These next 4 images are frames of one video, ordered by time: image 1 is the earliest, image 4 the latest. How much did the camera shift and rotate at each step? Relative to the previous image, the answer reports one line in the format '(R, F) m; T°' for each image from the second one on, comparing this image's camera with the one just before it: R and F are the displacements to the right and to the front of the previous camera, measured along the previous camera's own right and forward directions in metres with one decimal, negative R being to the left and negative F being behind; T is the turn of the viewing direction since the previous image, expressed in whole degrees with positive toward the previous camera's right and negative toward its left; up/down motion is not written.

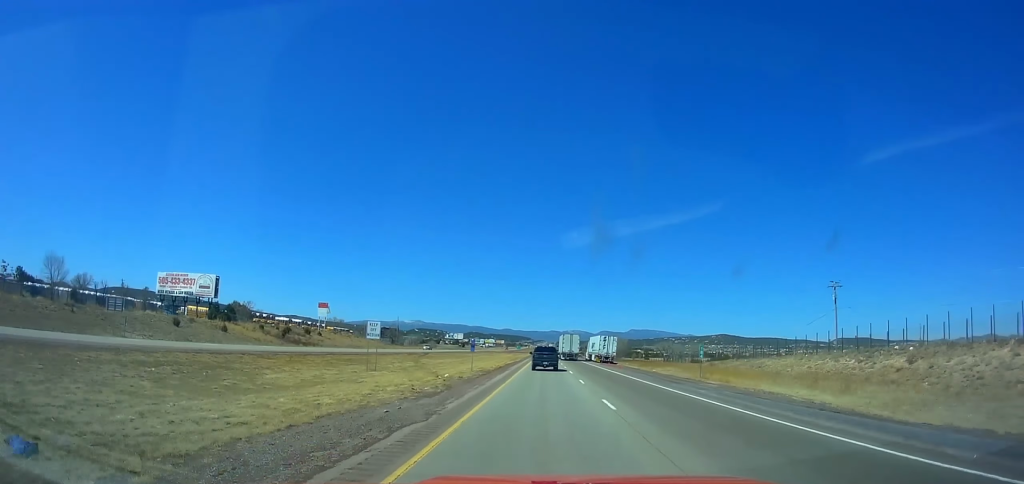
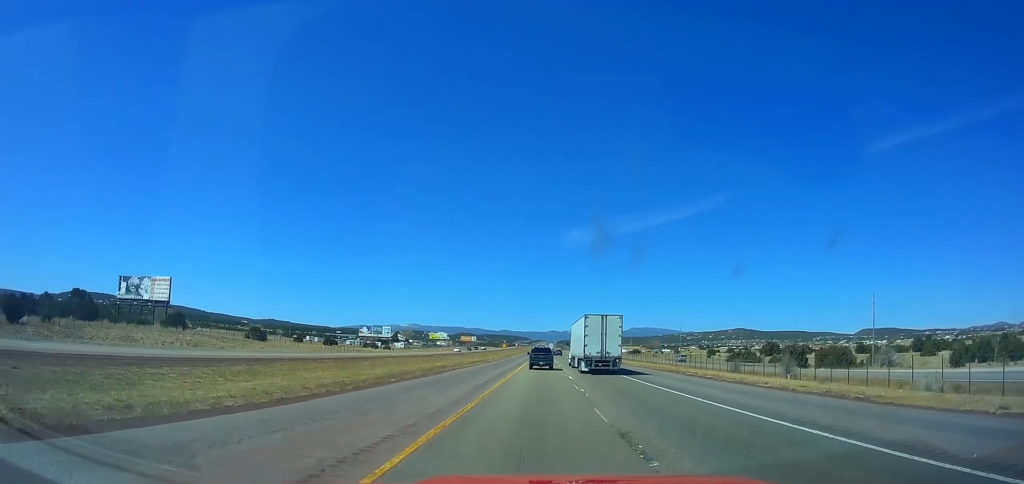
(+2.3, +371.8) m; 0°
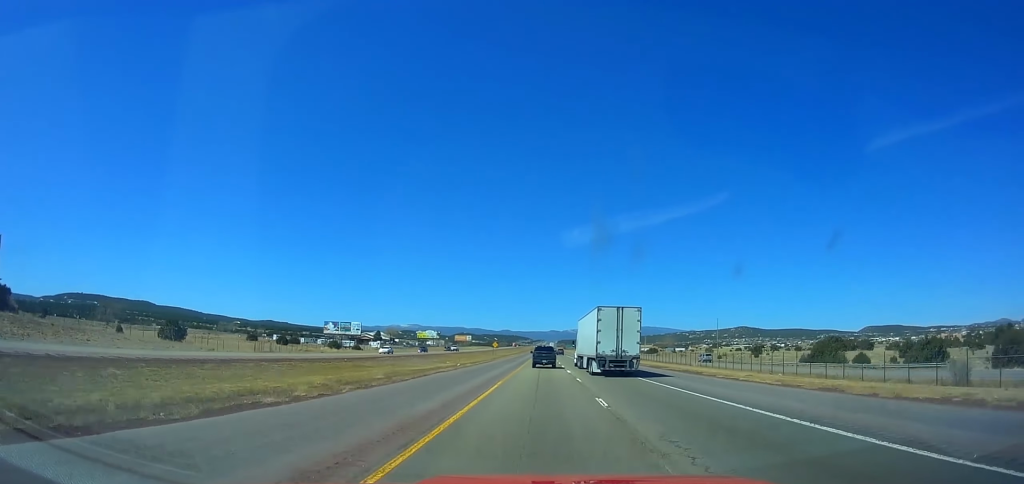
(-0.1, +41.2) m; 0°
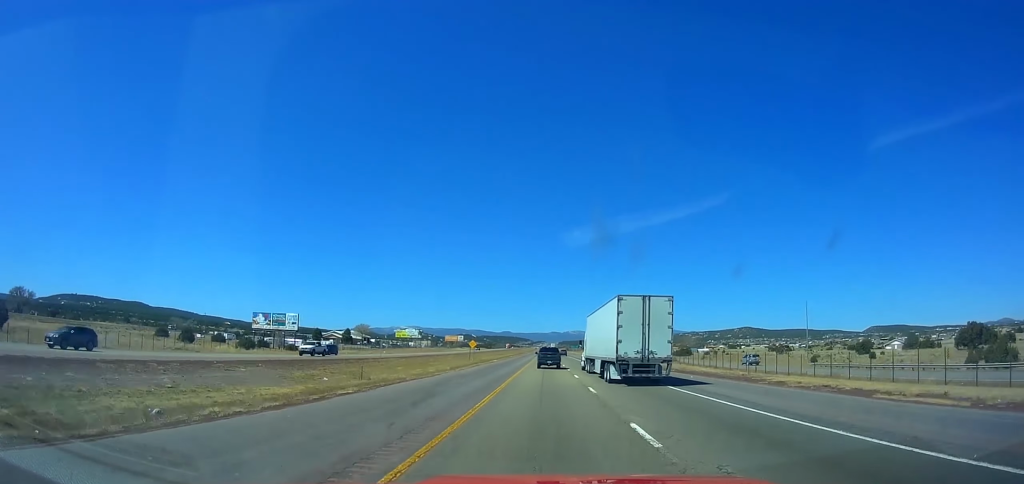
(-0.1, +54.6) m; 0°
